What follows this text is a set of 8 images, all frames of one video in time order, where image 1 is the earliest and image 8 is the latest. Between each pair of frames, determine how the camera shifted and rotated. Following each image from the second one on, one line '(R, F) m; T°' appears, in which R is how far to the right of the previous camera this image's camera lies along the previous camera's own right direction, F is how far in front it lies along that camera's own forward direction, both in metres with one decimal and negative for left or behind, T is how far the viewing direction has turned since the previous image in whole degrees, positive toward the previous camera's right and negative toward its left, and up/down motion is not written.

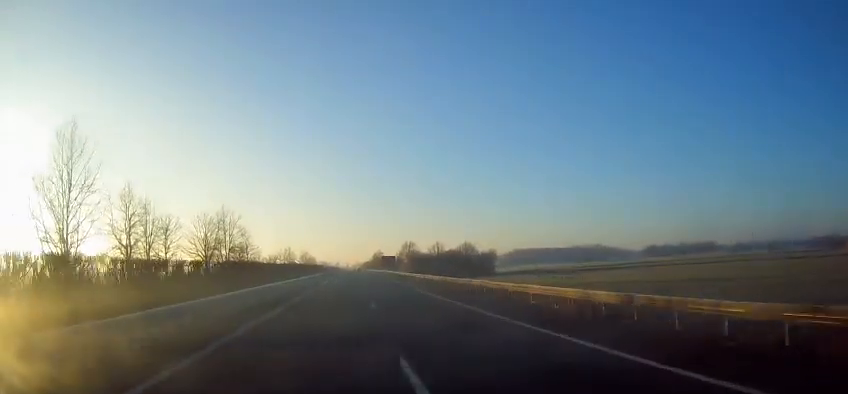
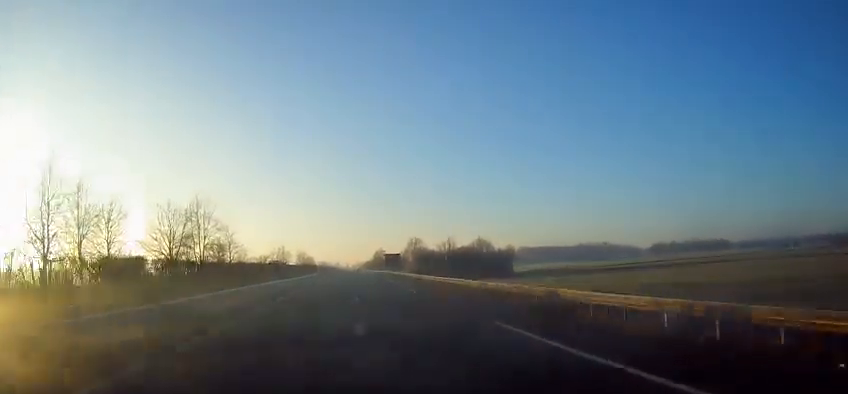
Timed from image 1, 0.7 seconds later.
(+0.1, +20.4) m; +1°
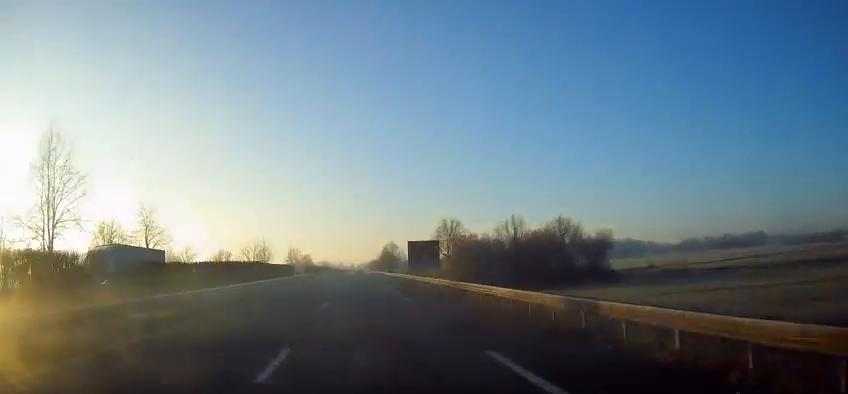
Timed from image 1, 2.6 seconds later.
(+0.4, +56.6) m; 0°
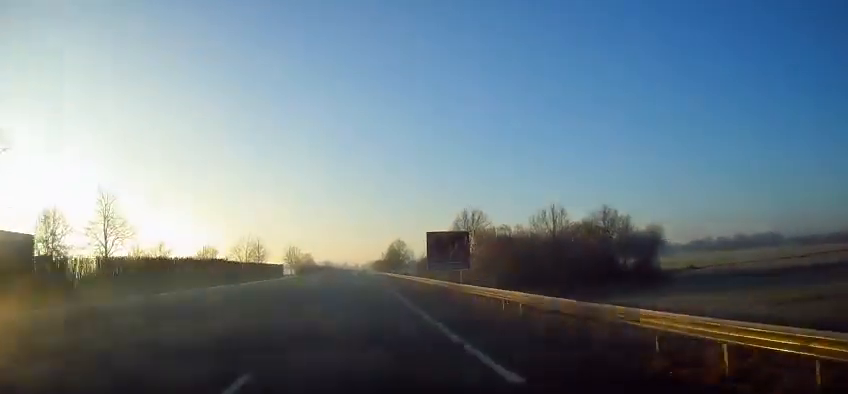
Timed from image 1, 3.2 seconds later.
(0.0, +15.7) m; -1°
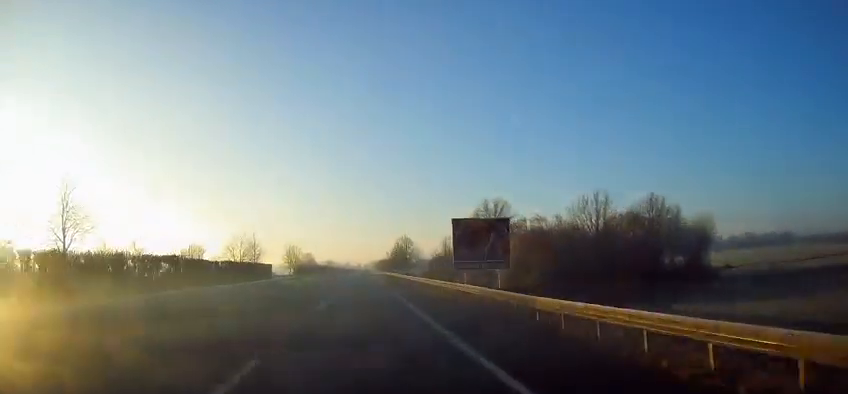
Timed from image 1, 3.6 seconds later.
(-0.1, +11.7) m; 0°
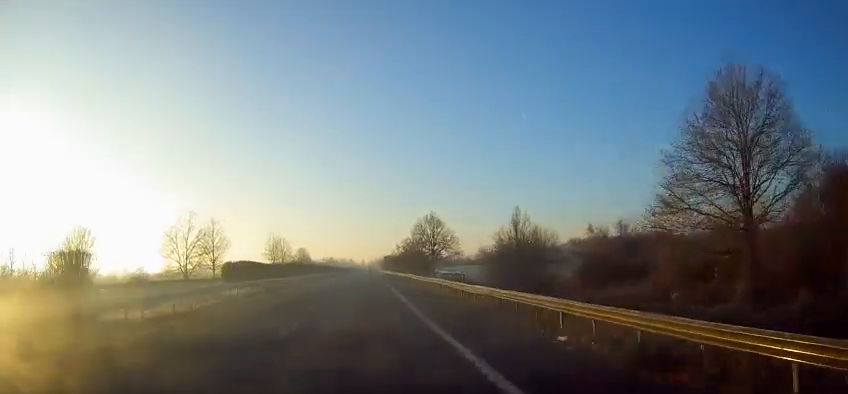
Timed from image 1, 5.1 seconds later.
(-0.4, +46.1) m; 0°
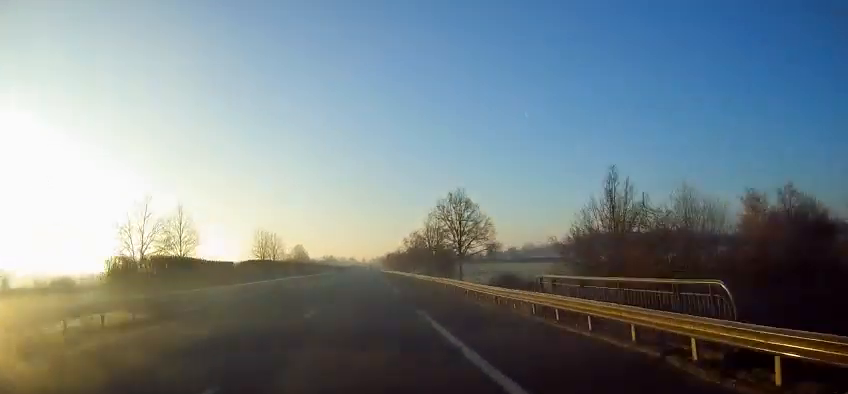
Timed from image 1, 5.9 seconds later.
(0.0, +21.6) m; 0°
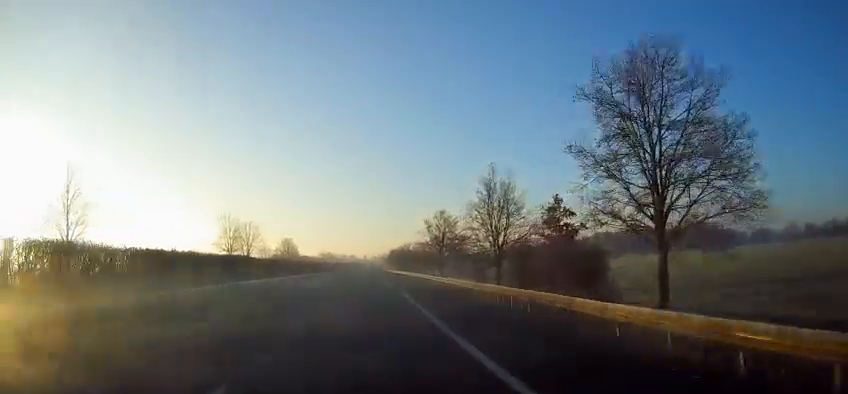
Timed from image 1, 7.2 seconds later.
(0.0, +39.2) m; 0°
